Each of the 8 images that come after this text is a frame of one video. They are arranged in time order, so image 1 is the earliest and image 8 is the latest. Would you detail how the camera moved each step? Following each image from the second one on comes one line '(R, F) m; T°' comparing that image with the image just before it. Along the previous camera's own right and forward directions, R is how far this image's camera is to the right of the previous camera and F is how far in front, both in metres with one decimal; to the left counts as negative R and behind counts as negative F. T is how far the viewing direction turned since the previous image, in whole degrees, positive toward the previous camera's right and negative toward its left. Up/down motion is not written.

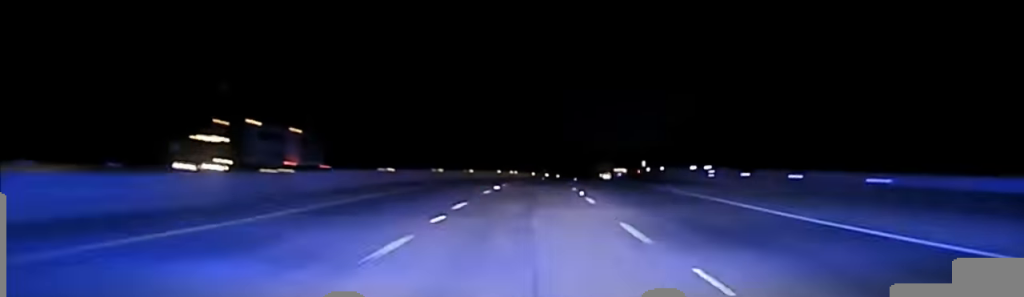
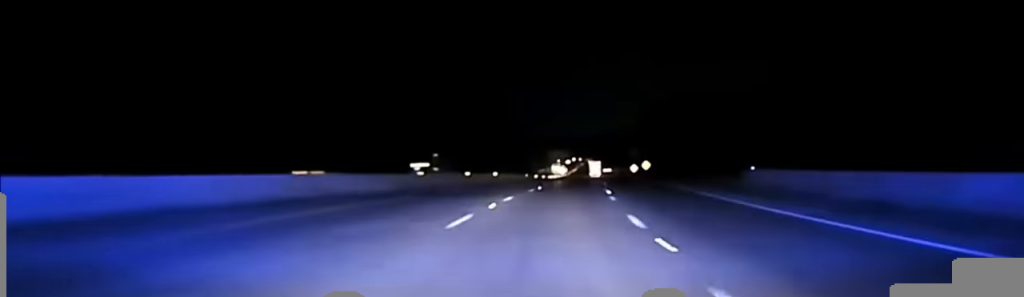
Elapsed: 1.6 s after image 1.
(+3.5, +81.9) m; +4°
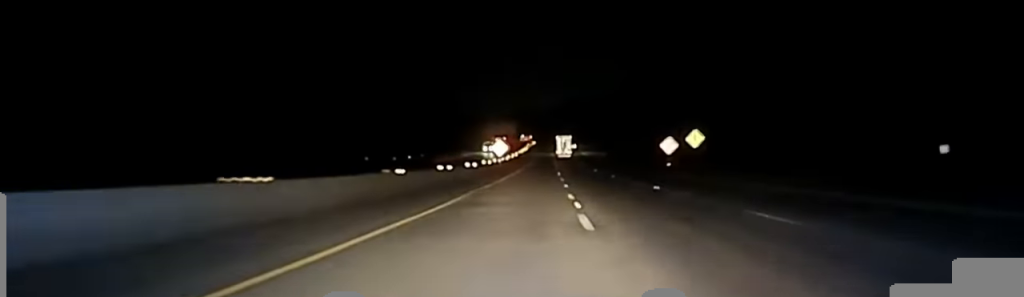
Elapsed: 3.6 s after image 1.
(+2.3, +117.7) m; +2°
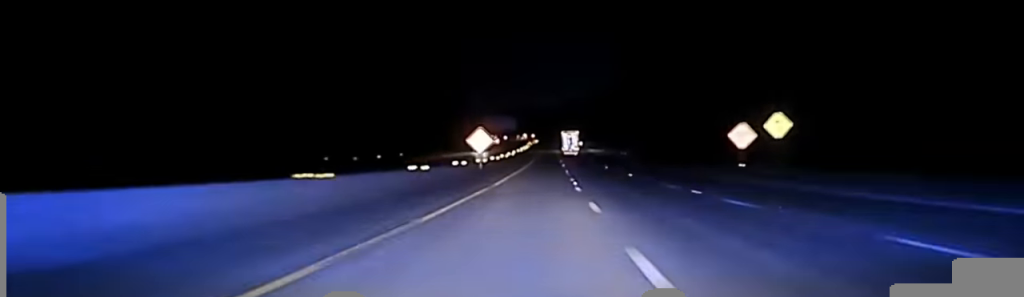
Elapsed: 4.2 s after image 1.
(+0.1, +32.9) m; 0°
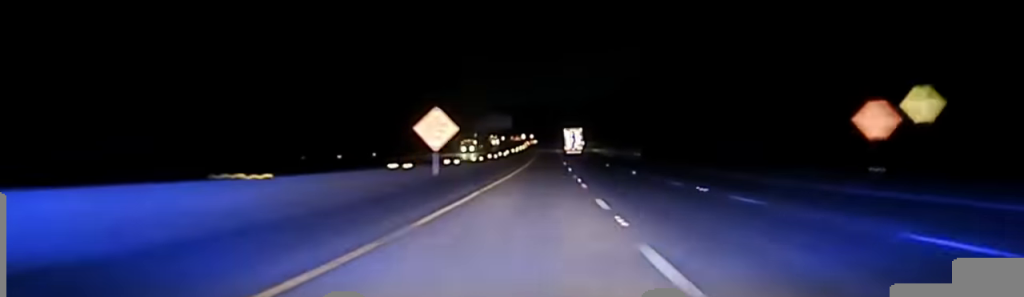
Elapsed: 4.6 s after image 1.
(+0.1, +25.3) m; 0°
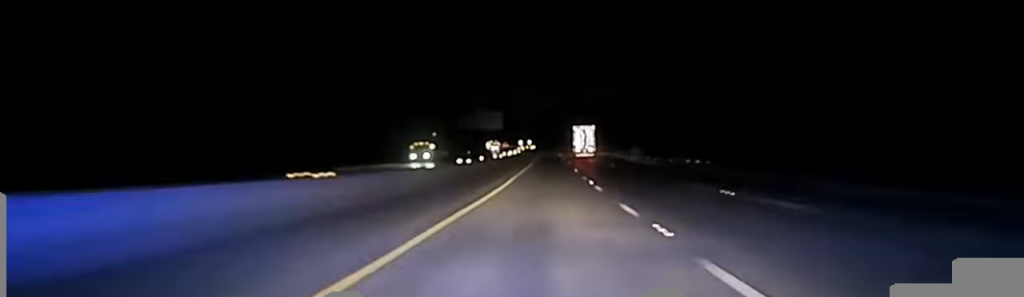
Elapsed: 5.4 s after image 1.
(+0.1, +57.0) m; 0°
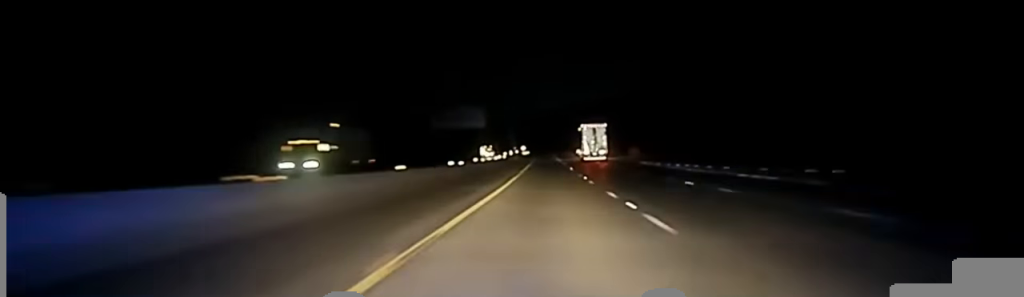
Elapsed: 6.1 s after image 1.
(0.0, +43.4) m; 0°
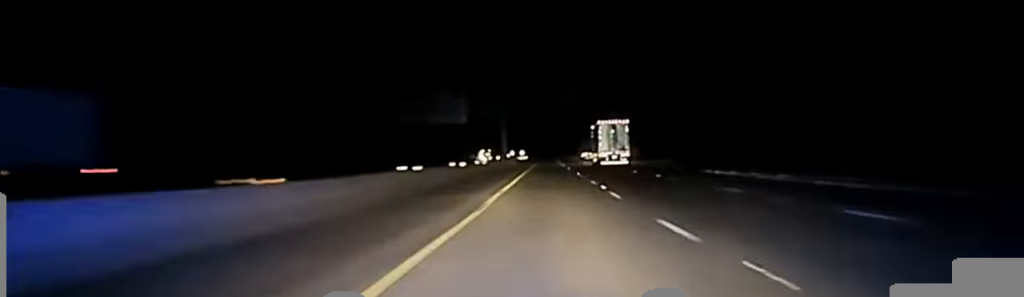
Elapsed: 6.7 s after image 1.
(+0.1, +43.3) m; 0°
